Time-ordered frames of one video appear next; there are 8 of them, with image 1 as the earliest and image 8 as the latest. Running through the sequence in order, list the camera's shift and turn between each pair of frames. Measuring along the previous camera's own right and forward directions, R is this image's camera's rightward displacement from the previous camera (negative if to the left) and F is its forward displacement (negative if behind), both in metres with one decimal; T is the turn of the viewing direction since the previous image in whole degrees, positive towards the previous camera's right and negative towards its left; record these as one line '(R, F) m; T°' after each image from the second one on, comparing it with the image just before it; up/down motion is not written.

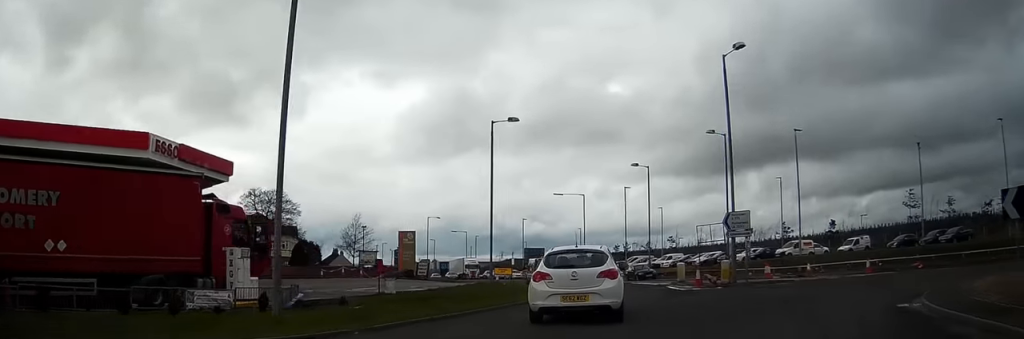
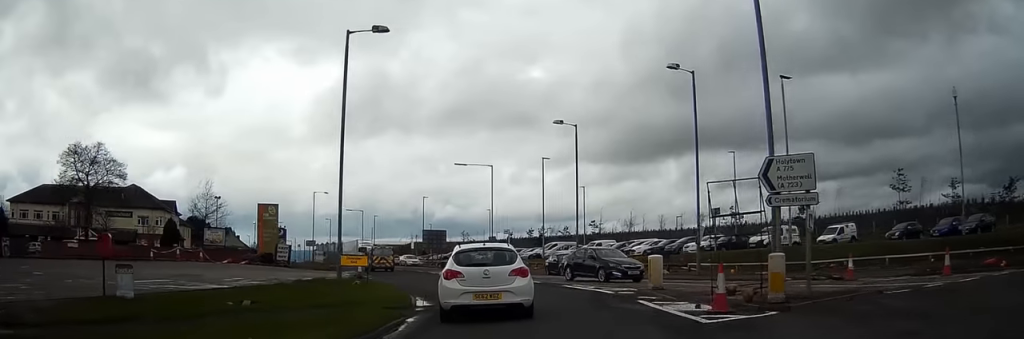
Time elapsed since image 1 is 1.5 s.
(+2.8, +15.4) m; +13°
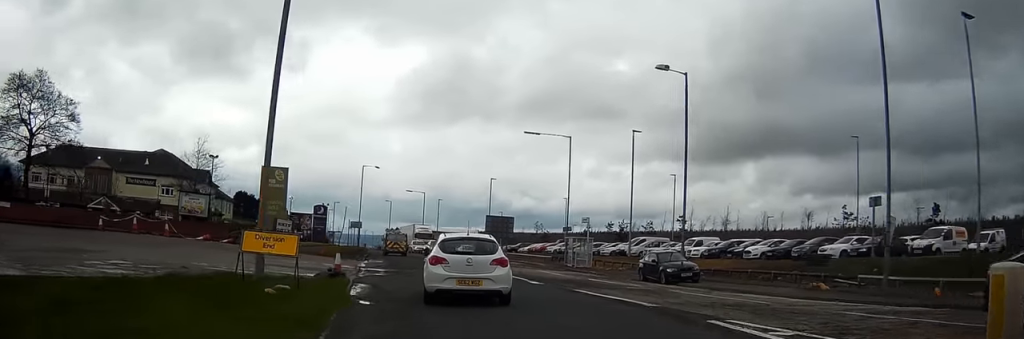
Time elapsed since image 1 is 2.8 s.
(-0.3, +14.7) m; -5°
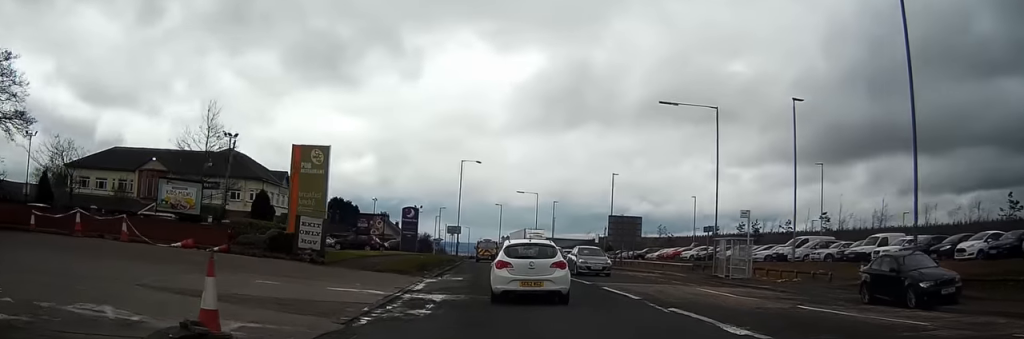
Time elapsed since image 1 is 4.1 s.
(-0.8, +14.0) m; -6°
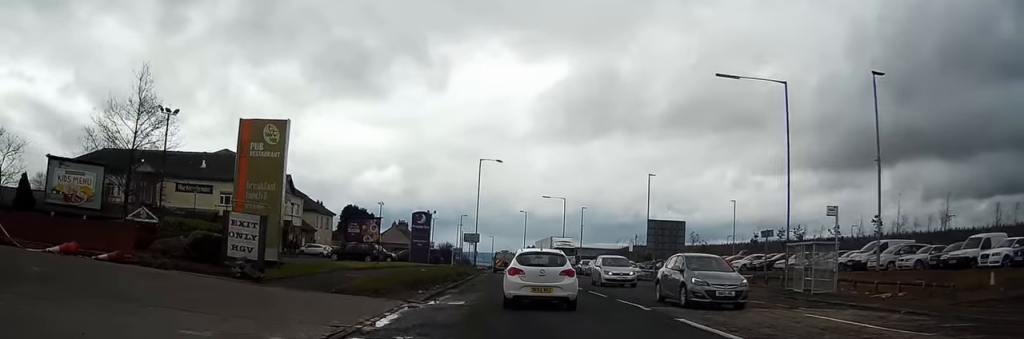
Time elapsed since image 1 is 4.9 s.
(-0.2, +8.7) m; -3°
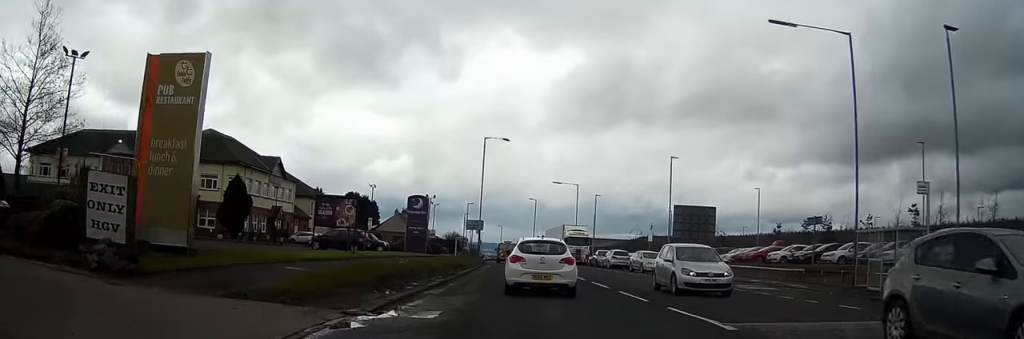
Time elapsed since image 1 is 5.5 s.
(-0.2, +7.2) m; -2°
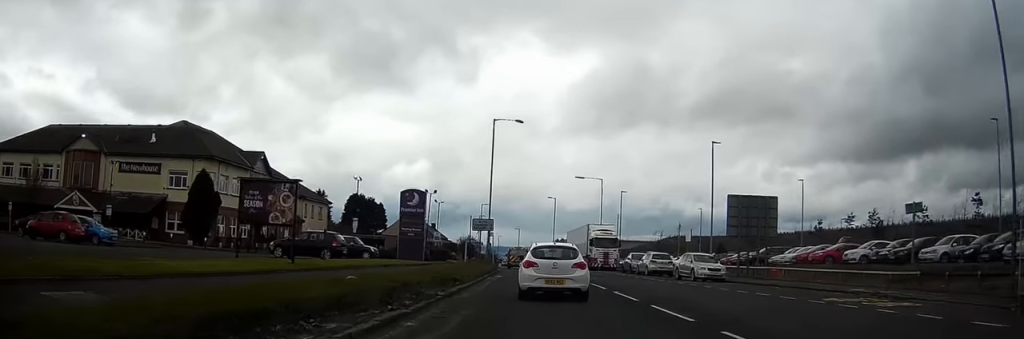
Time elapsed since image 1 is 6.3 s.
(-0.3, +10.4) m; -2°
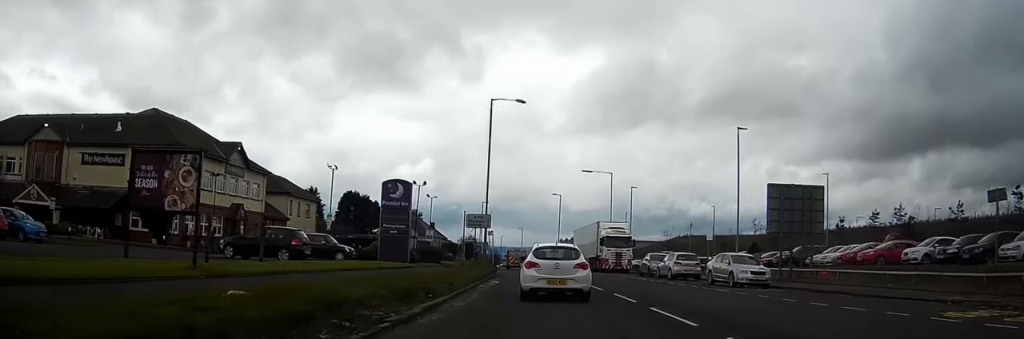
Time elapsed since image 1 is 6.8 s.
(-0.1, +6.9) m; 0°
